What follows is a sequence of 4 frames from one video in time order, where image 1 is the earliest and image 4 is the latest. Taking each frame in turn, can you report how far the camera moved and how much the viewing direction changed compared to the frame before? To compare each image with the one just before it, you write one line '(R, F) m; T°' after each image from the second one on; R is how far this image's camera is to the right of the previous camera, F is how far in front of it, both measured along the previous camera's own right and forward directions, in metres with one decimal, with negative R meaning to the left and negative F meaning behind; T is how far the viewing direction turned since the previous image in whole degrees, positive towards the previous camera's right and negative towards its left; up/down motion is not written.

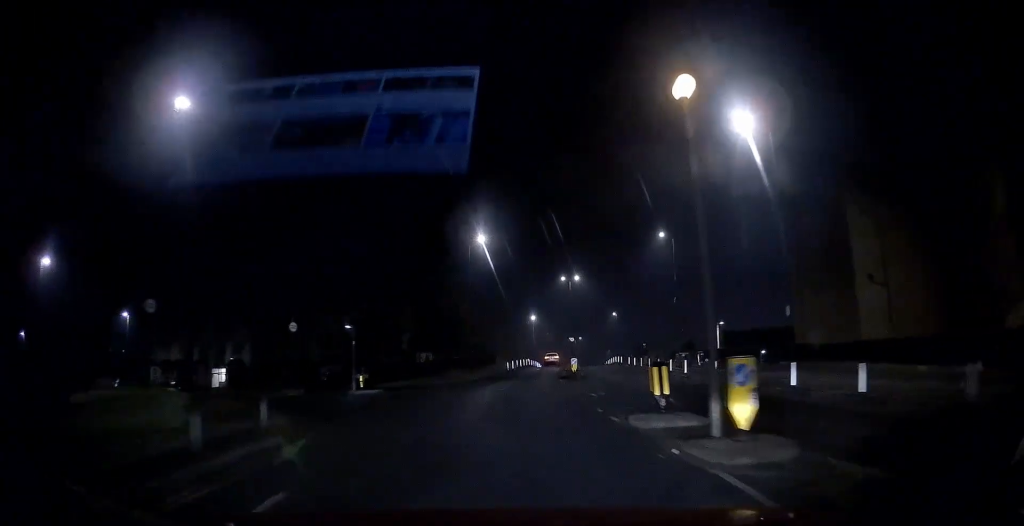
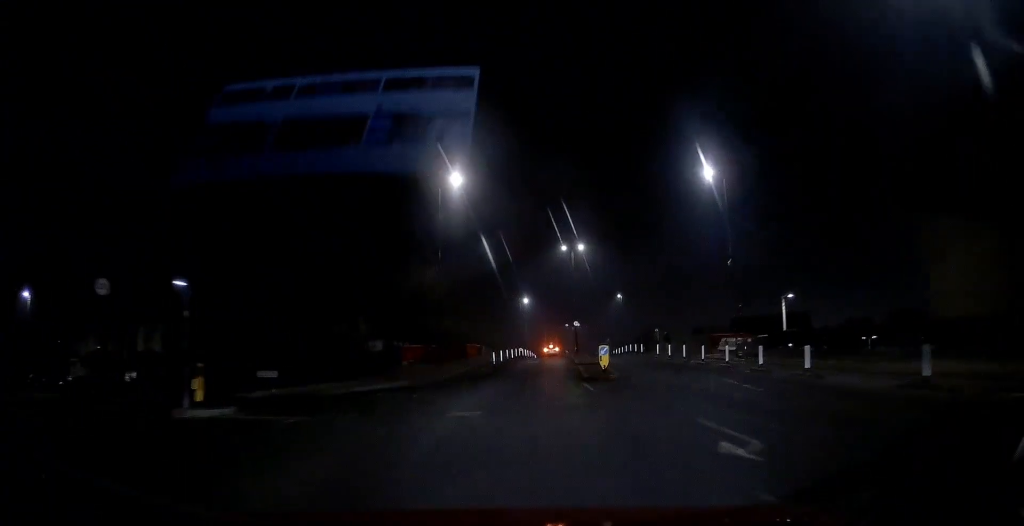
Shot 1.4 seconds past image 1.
(+0.2, +13.4) m; +2°
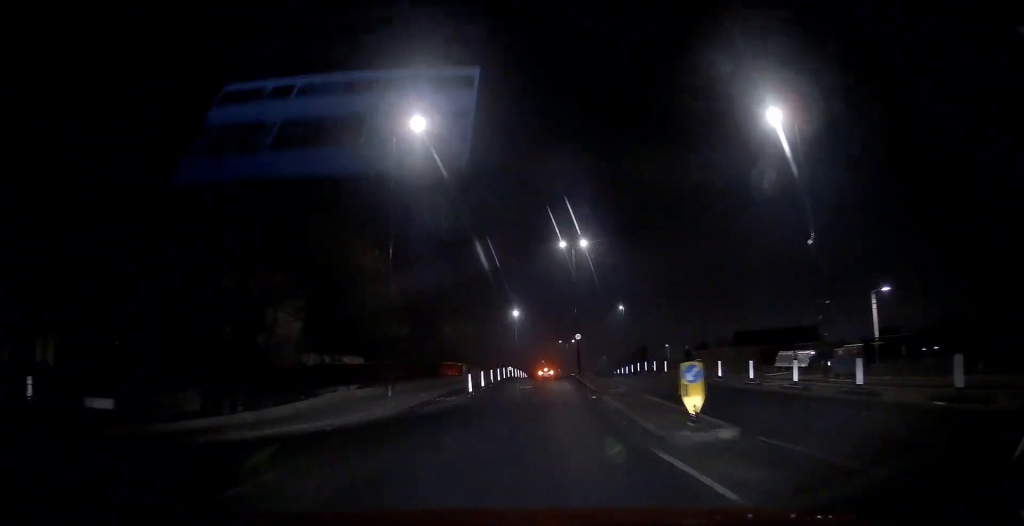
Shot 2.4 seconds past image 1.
(+0.1, +9.7) m; +1°
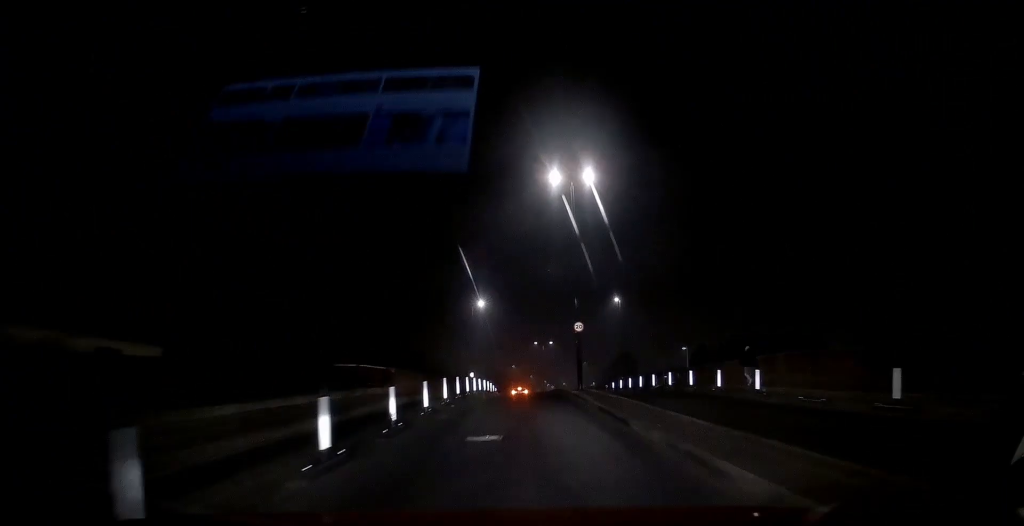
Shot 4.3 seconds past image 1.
(+0.2, +18.2) m; +1°
